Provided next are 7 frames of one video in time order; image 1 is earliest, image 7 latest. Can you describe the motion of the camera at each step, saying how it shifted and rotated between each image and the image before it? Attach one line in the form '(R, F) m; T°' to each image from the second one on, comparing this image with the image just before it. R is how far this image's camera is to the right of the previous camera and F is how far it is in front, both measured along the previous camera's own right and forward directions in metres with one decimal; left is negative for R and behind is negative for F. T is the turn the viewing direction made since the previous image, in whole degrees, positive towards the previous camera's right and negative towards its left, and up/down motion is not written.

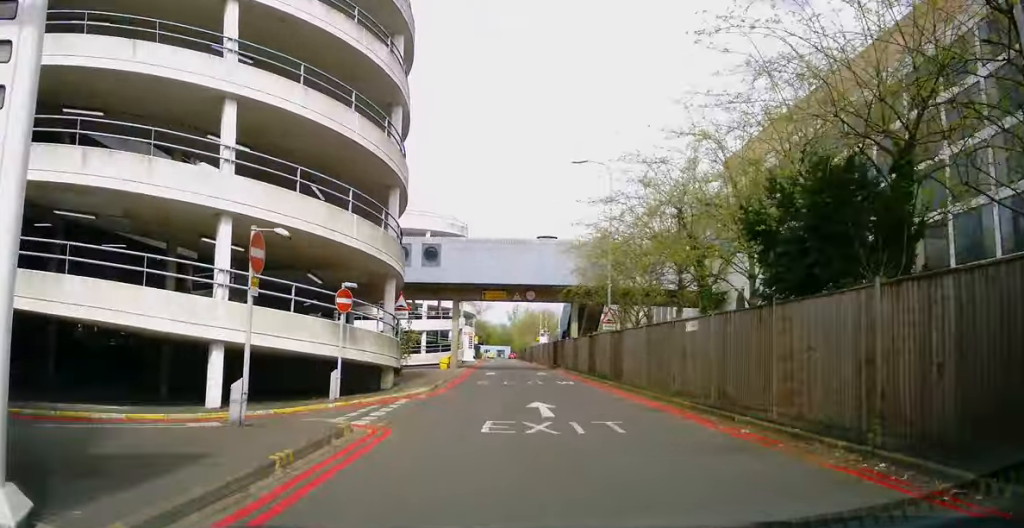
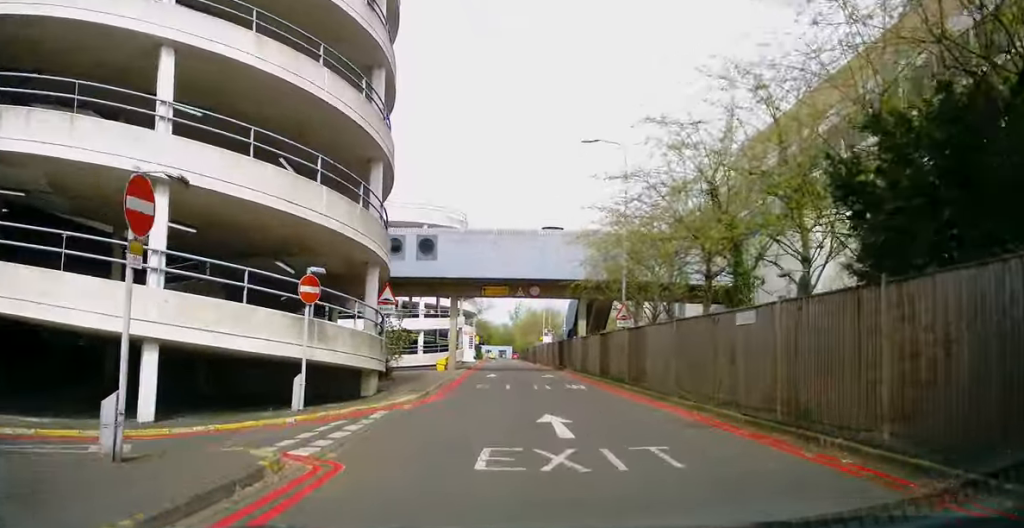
(0.0, +3.0) m; +1°
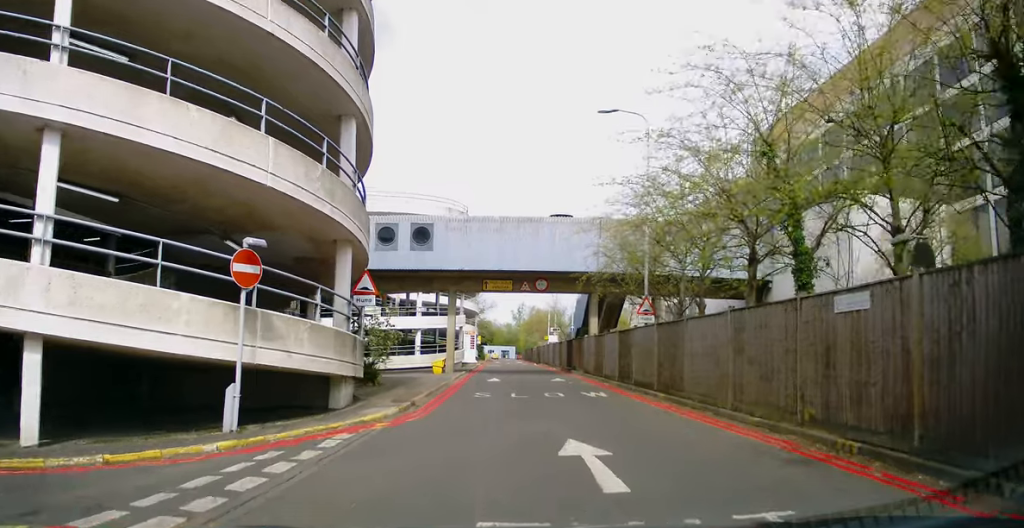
(-0.1, +3.4) m; +1°
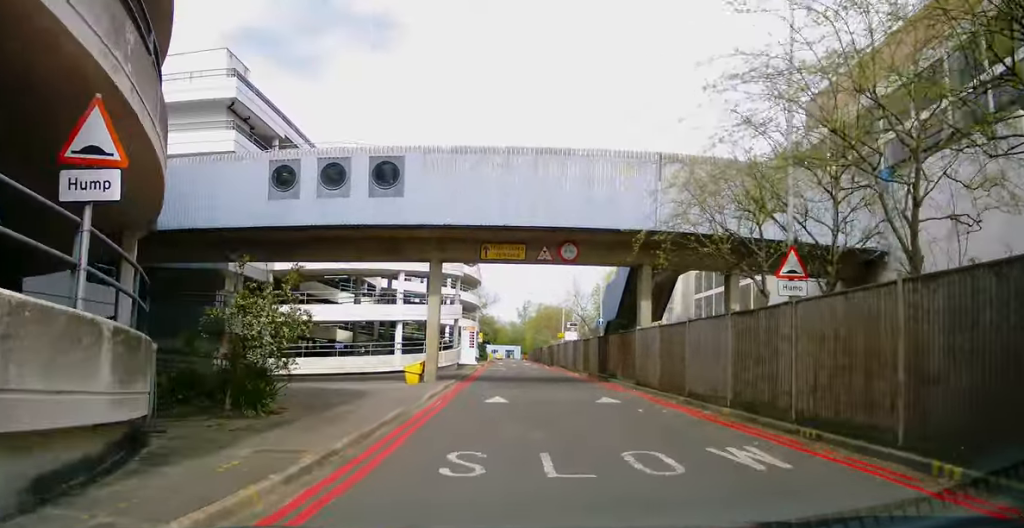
(+0.2, +11.5) m; -2°
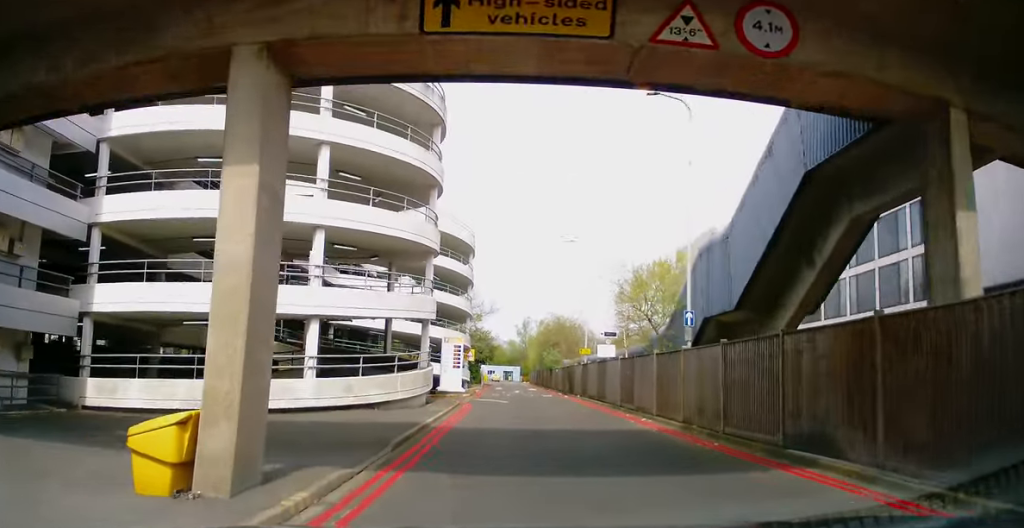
(+0.4, +18.0) m; +2°
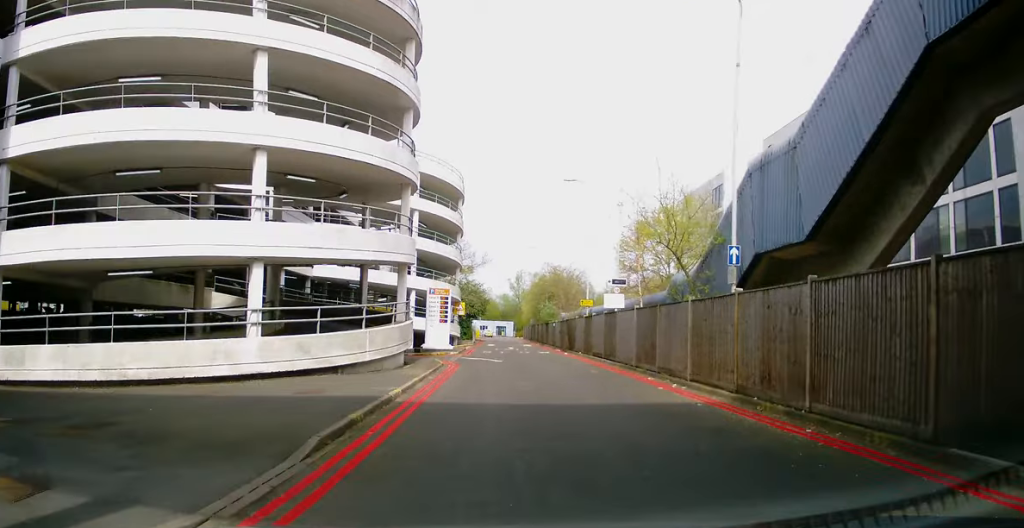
(-0.2, +4.6) m; 0°
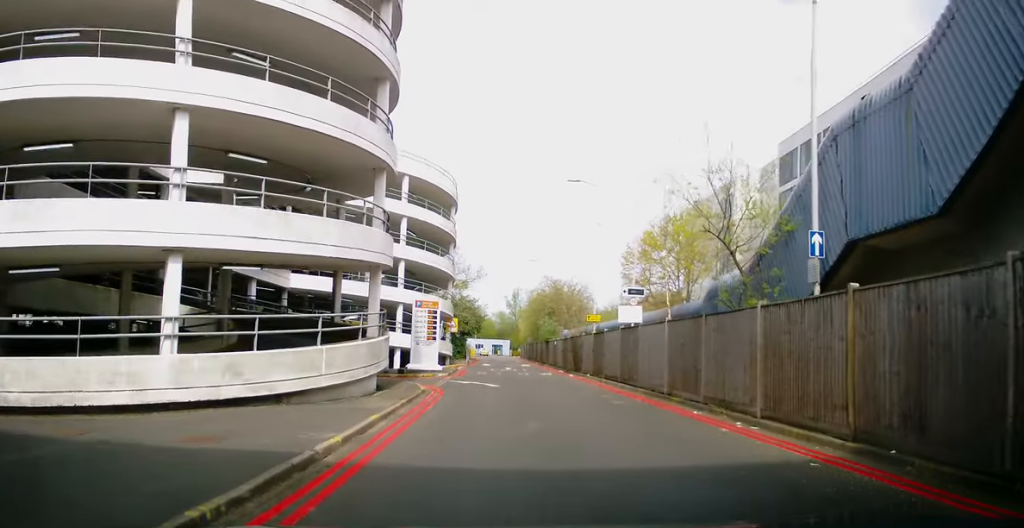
(0.0, +4.6) m; -1°
